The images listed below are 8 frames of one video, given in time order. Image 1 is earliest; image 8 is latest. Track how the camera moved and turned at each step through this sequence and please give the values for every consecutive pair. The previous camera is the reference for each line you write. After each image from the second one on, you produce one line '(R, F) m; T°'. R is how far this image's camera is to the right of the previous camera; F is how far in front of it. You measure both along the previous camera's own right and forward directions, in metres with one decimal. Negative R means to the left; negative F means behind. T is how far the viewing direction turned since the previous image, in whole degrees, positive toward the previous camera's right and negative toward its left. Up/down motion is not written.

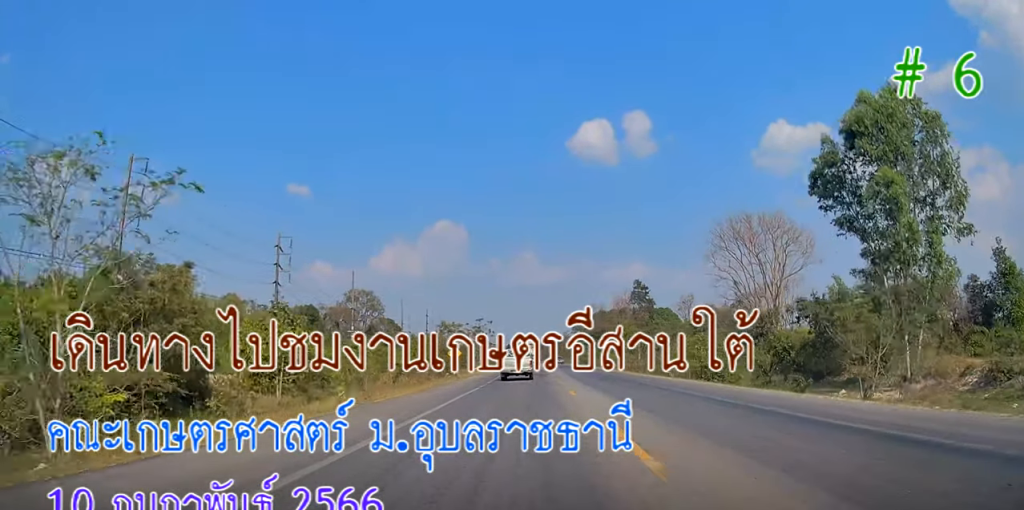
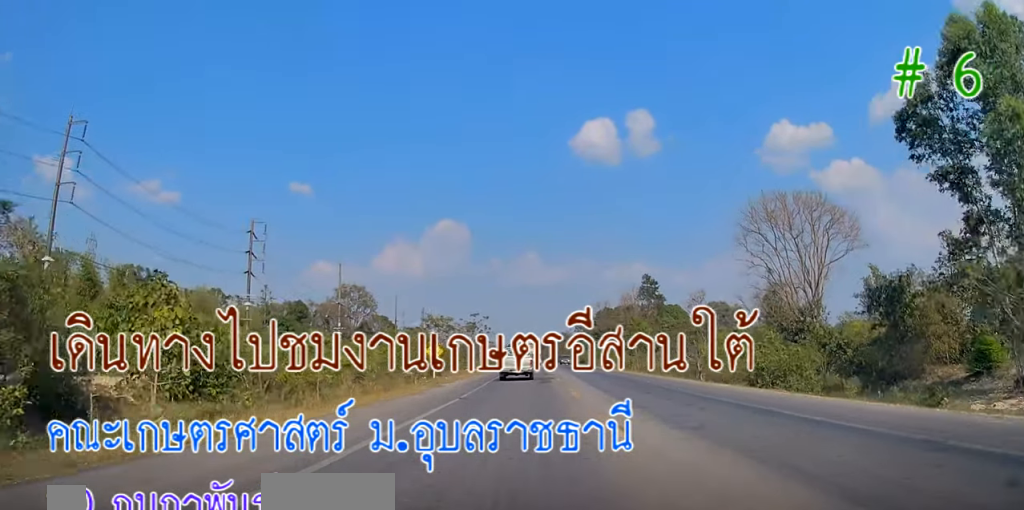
(+0.1, +10.5) m; -1°
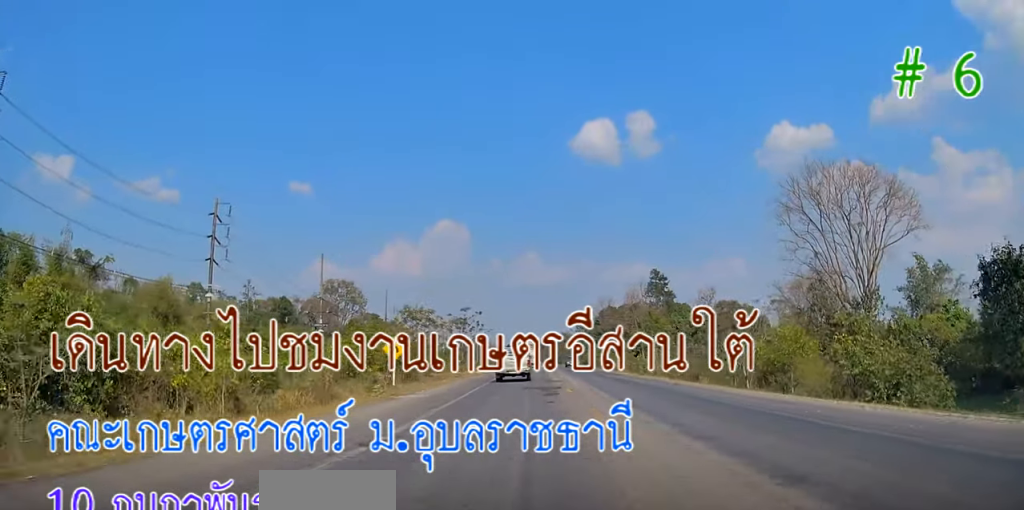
(-0.4, +9.7) m; -1°
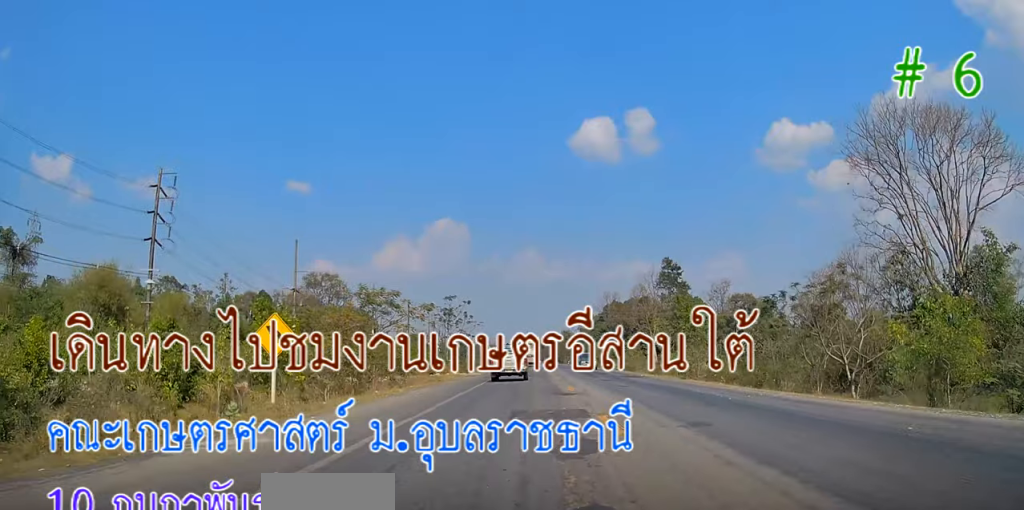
(-0.2, +13.4) m; 0°
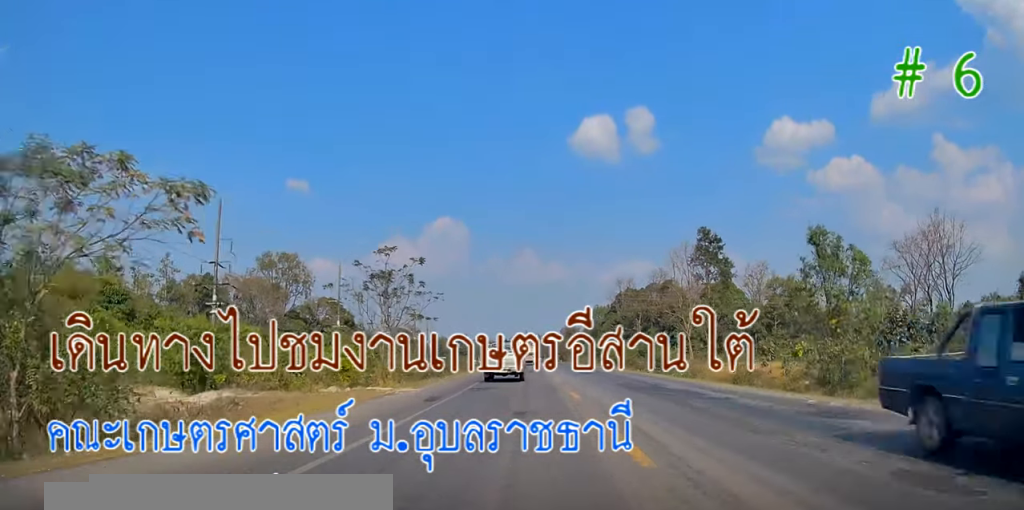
(+0.2, +26.6) m; +2°
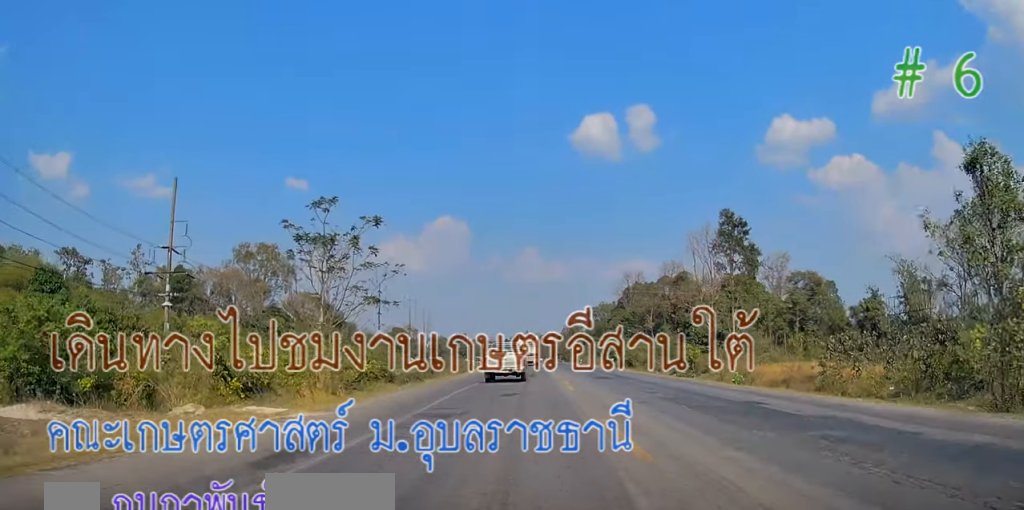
(+0.2, +11.2) m; 0°
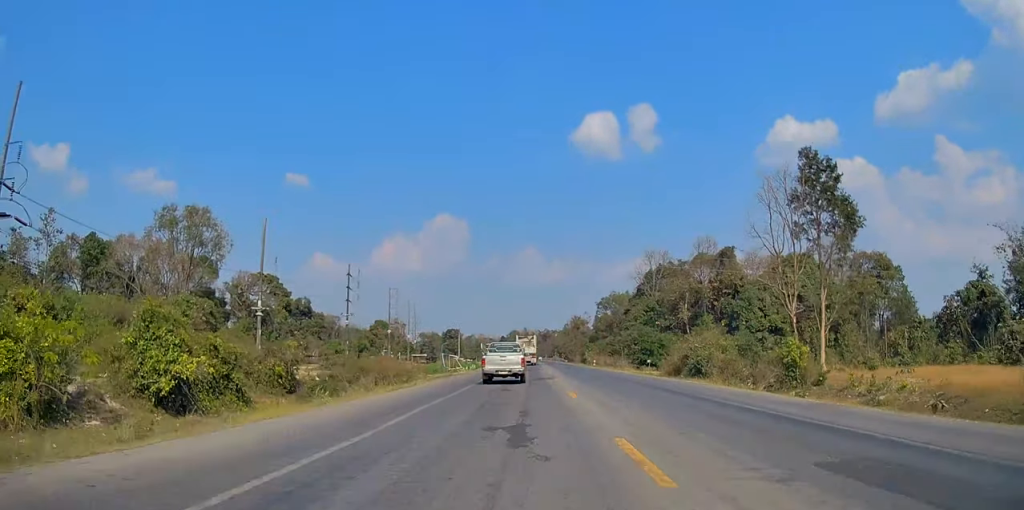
(-0.3, +25.9) m; -1°
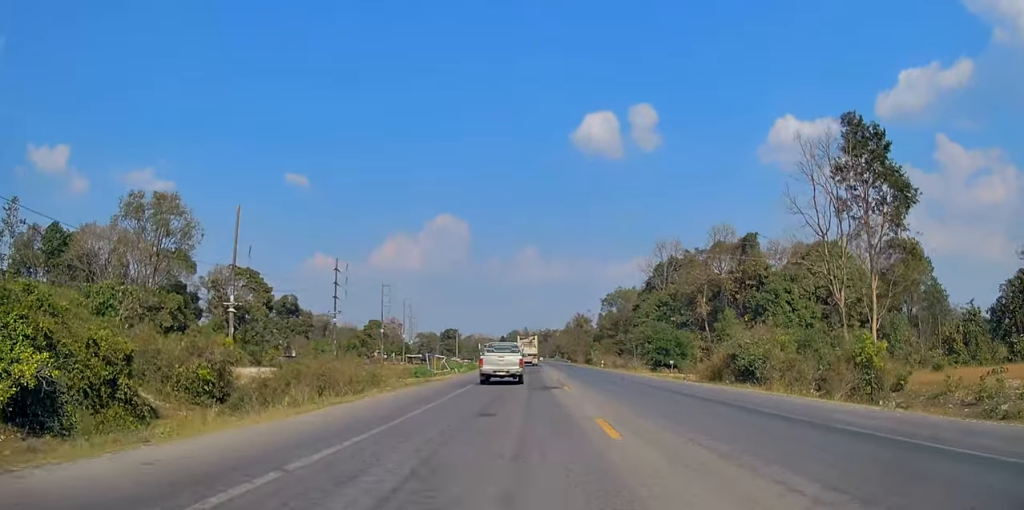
(-0.1, +9.1) m; 0°
